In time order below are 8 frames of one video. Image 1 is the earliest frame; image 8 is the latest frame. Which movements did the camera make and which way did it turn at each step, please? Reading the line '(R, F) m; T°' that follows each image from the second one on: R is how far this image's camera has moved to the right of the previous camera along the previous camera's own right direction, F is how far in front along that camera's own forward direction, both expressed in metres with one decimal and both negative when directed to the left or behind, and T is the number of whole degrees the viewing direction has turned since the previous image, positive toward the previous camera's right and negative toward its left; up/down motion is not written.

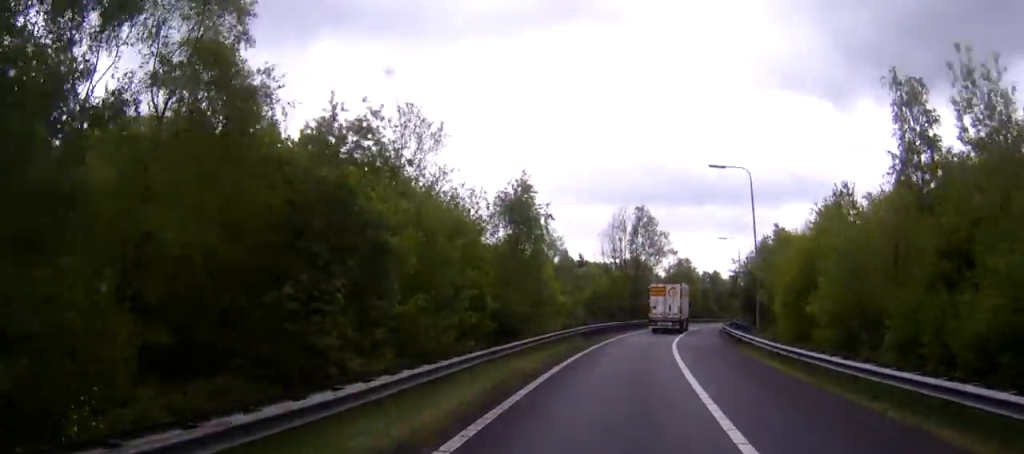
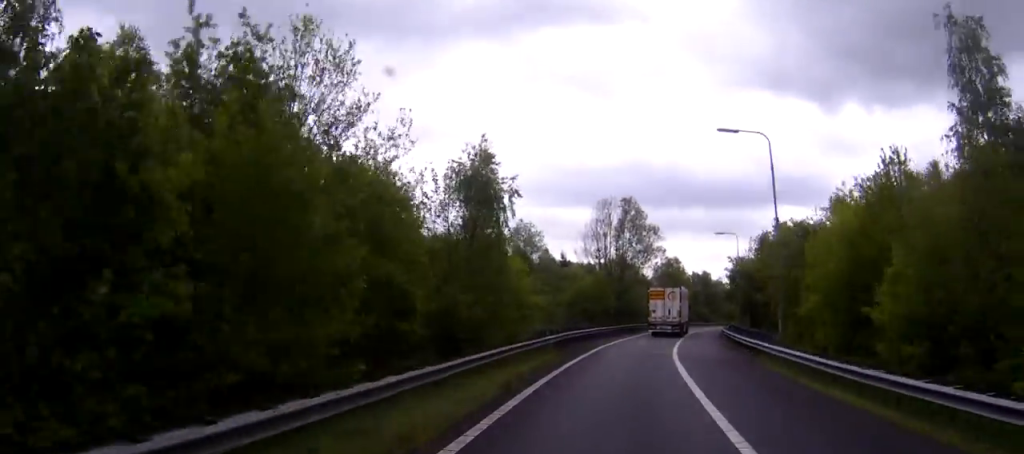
(+0.1, +8.9) m; +1°
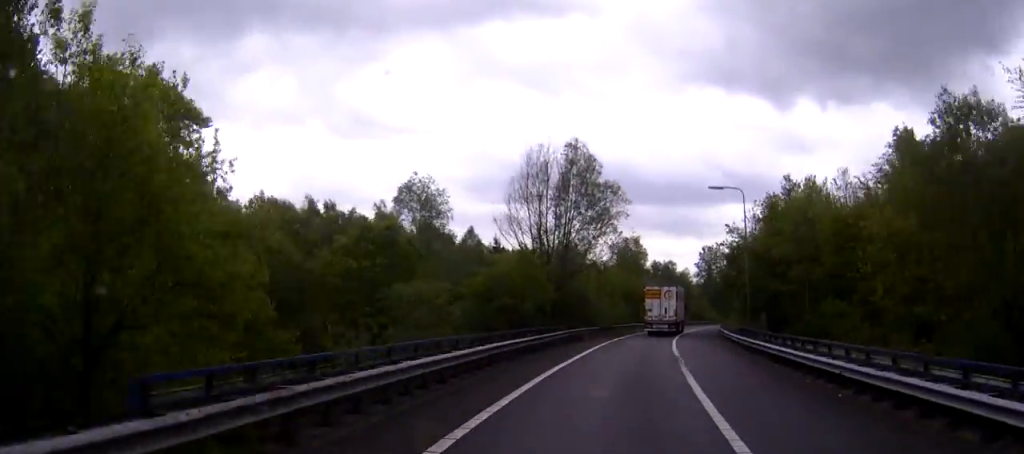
(+0.8, +27.2) m; +4°
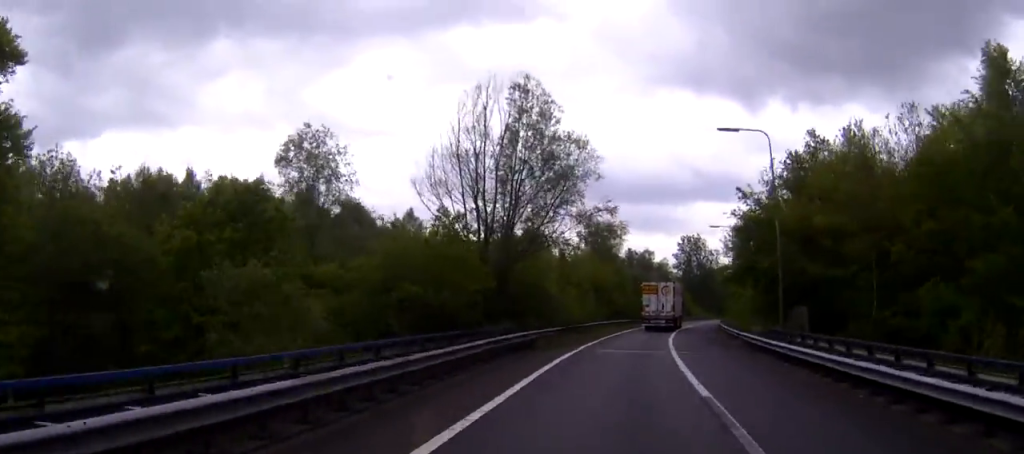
(+0.4, +16.2) m; +3°
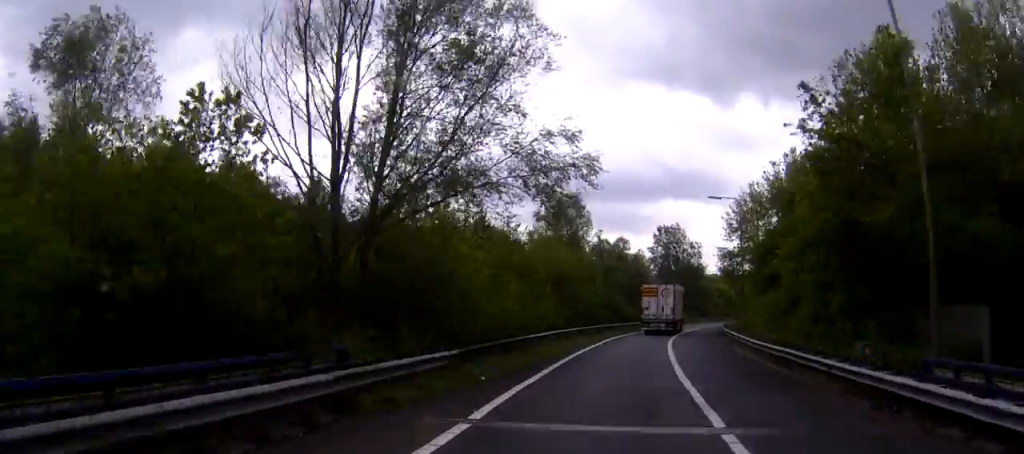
(+0.5, +18.5) m; +3°
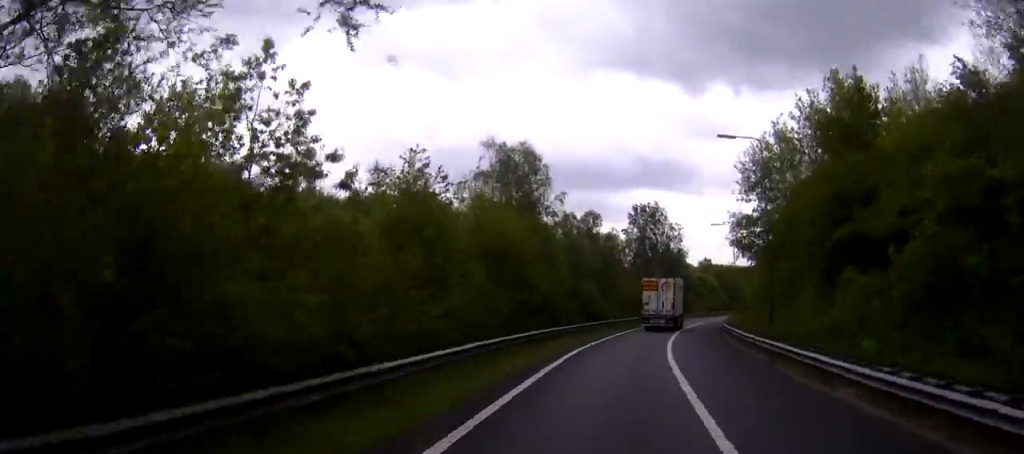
(+0.4, +17.0) m; +3°
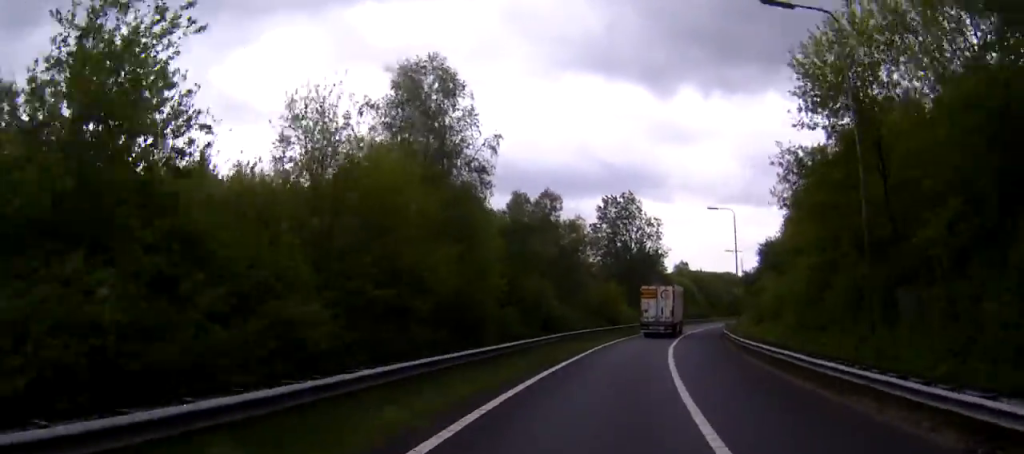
(+0.2, +17.7) m; +2°
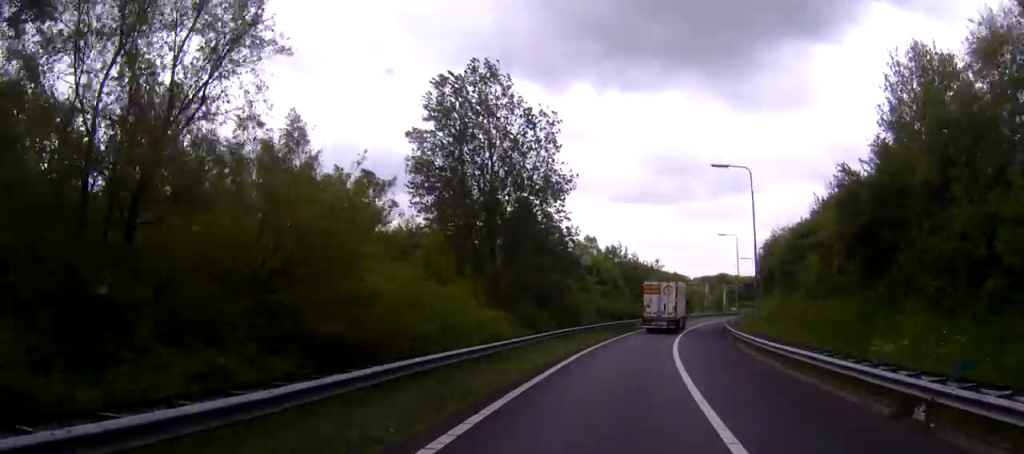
(+4.0, +56.5) m; +8°
